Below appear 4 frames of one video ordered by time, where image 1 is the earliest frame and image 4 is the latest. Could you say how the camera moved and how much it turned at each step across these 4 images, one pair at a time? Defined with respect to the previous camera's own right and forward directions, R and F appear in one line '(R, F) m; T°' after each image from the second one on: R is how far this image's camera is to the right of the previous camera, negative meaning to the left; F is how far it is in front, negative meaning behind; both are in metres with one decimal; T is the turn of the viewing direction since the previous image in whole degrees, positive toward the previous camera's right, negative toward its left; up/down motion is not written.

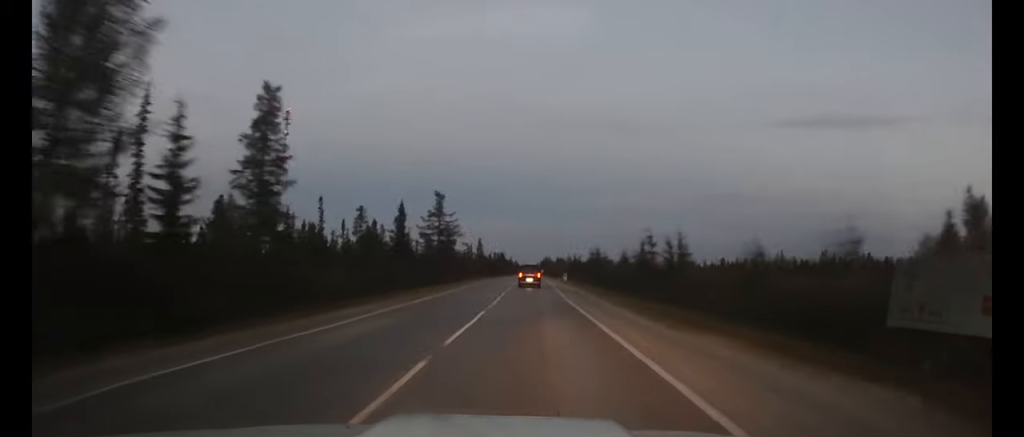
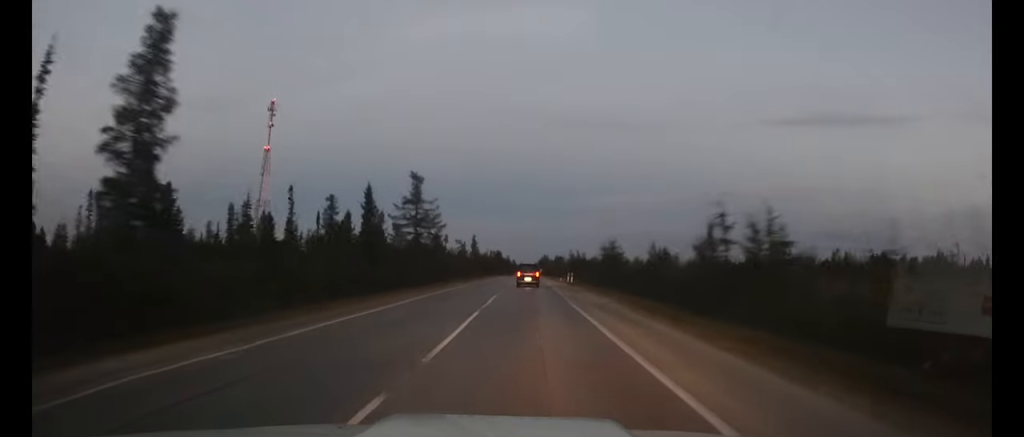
(0.0, +14.1) m; 0°
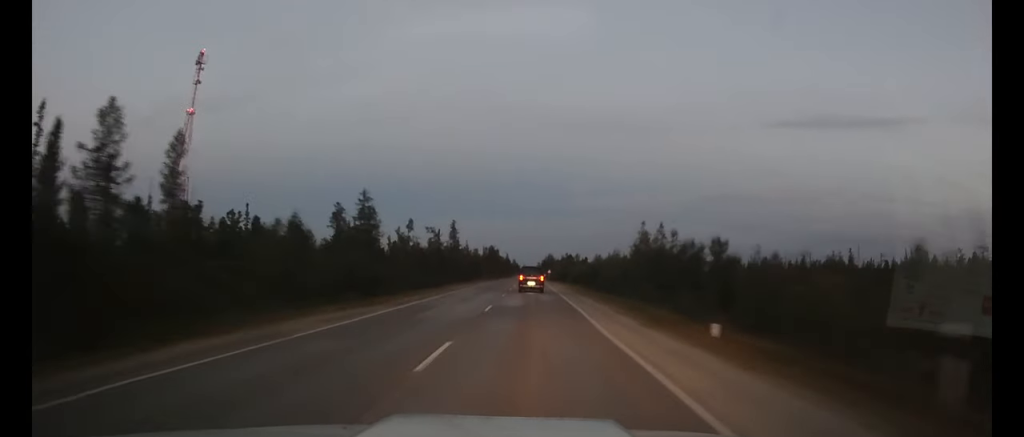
(0.0, +63.5) m; 0°
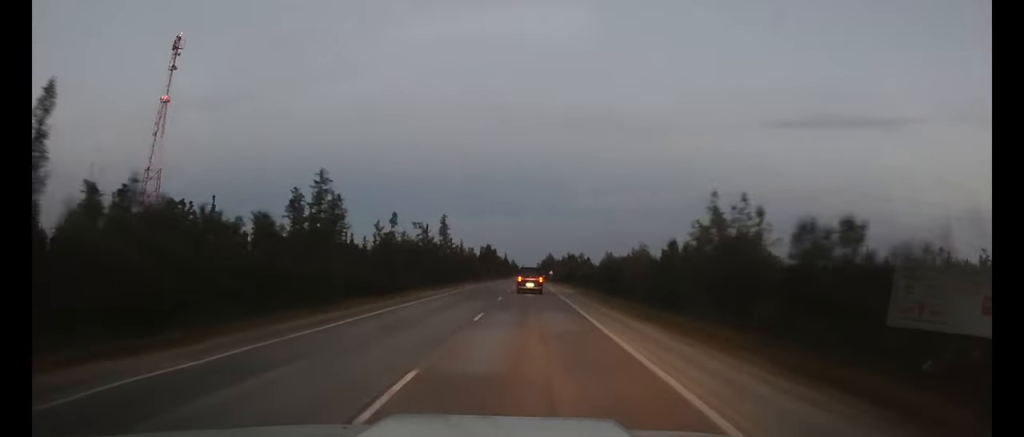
(0.0, +15.7) m; 0°
